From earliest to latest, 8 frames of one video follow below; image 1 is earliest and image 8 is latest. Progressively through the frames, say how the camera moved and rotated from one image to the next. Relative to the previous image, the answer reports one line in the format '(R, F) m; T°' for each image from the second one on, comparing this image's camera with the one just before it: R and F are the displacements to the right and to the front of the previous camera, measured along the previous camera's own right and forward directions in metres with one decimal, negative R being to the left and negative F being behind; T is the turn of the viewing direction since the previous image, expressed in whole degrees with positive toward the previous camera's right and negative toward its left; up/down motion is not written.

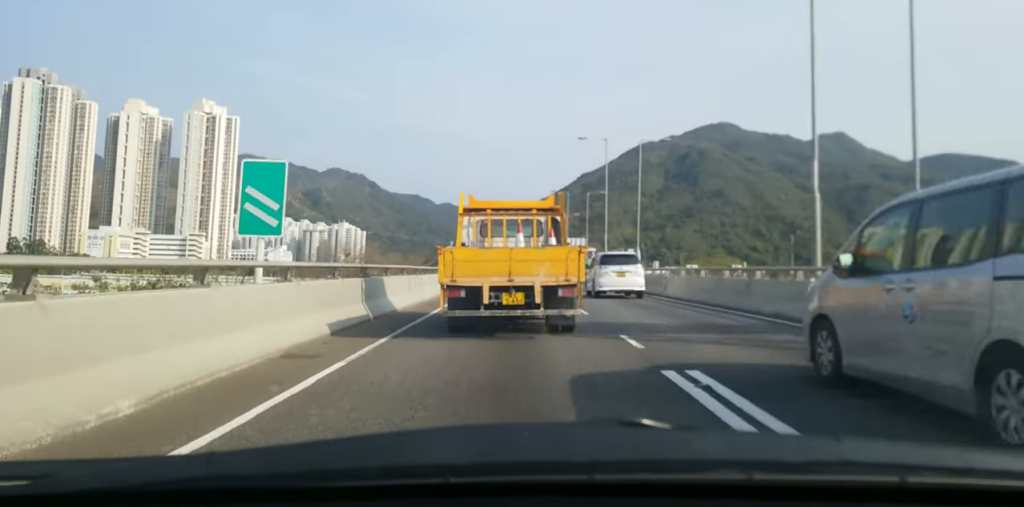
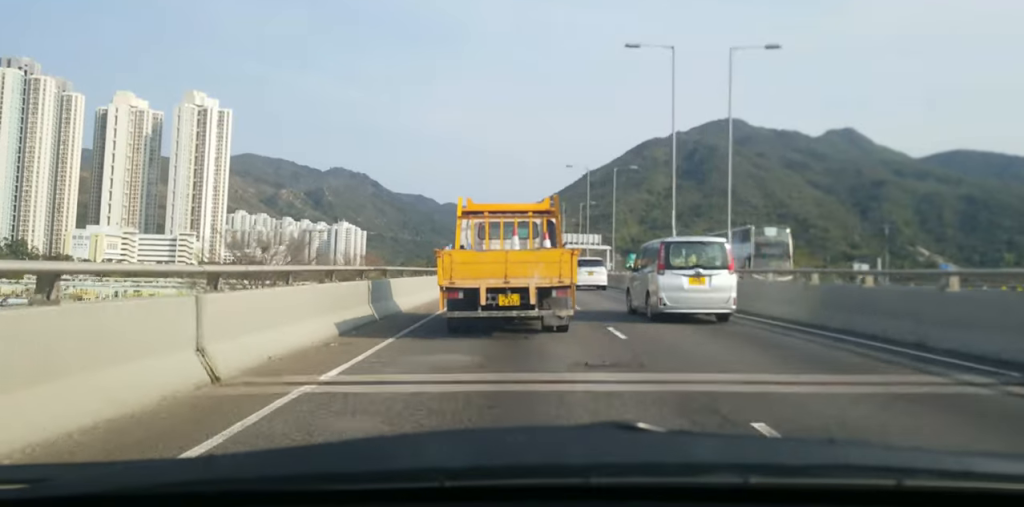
(-0.6, +23.7) m; -2°
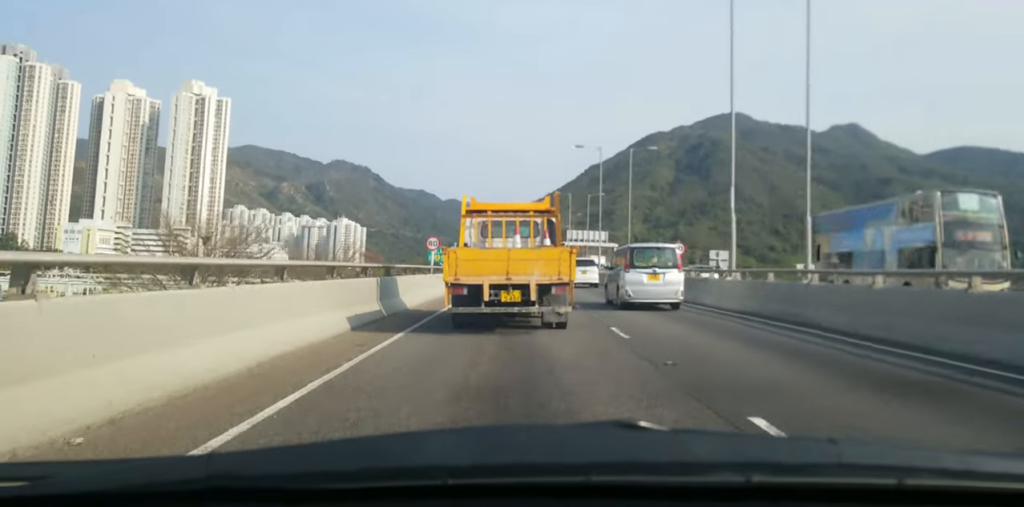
(+0.2, +9.0) m; +1°
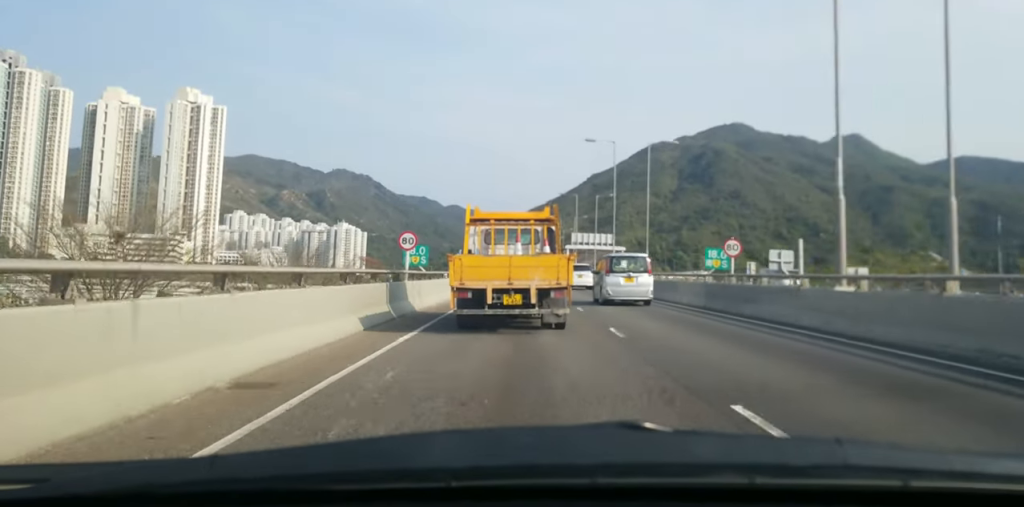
(+0.3, +8.4) m; +1°
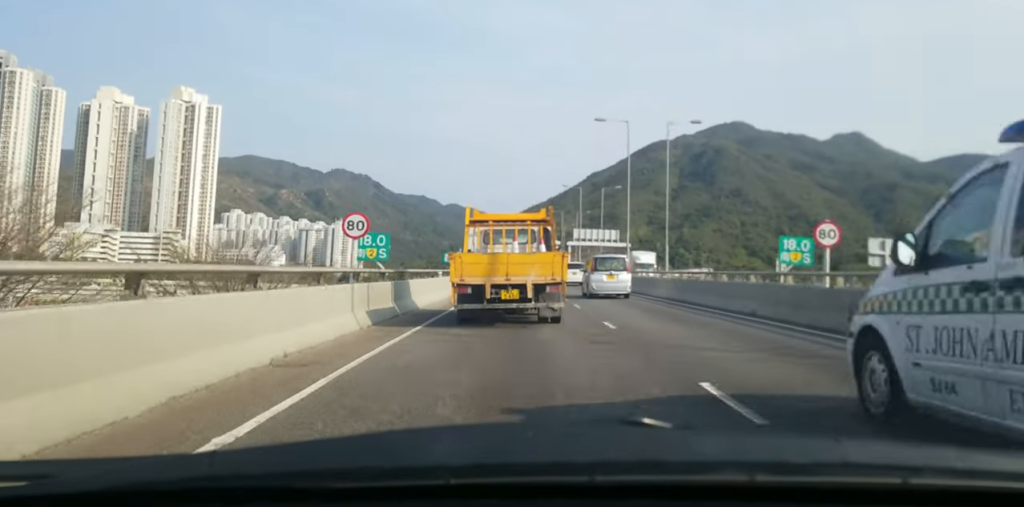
(-0.2, +8.0) m; 0°
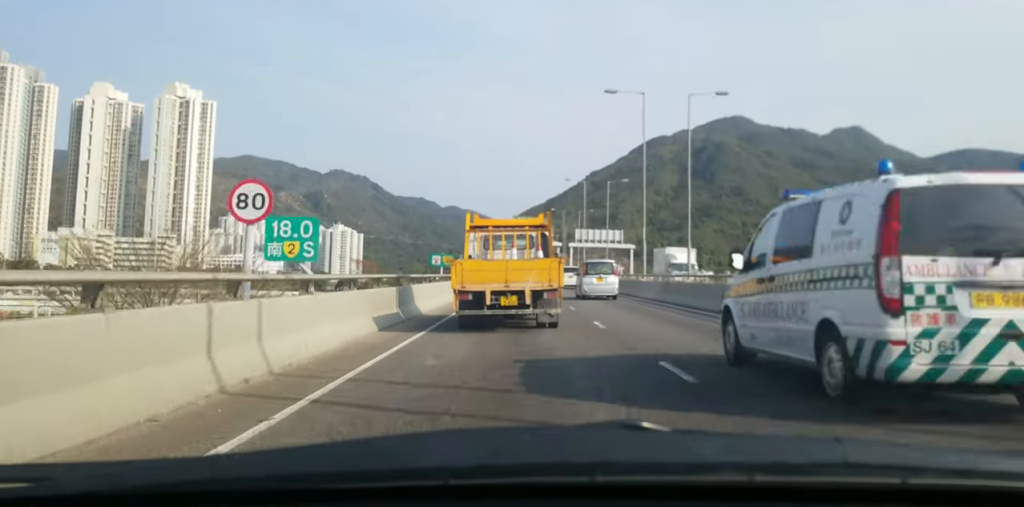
(0.0, +6.4) m; 0°
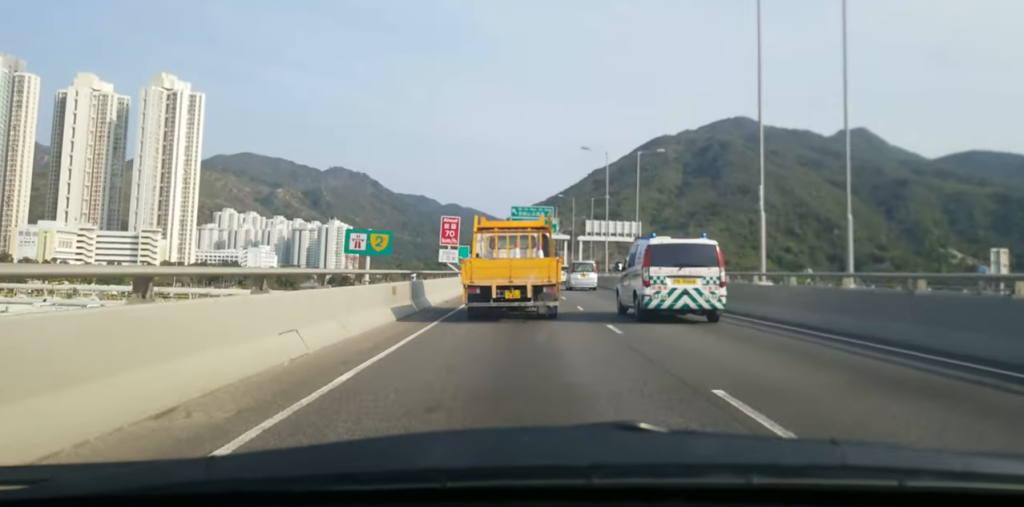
(+0.1, +20.5) m; -2°
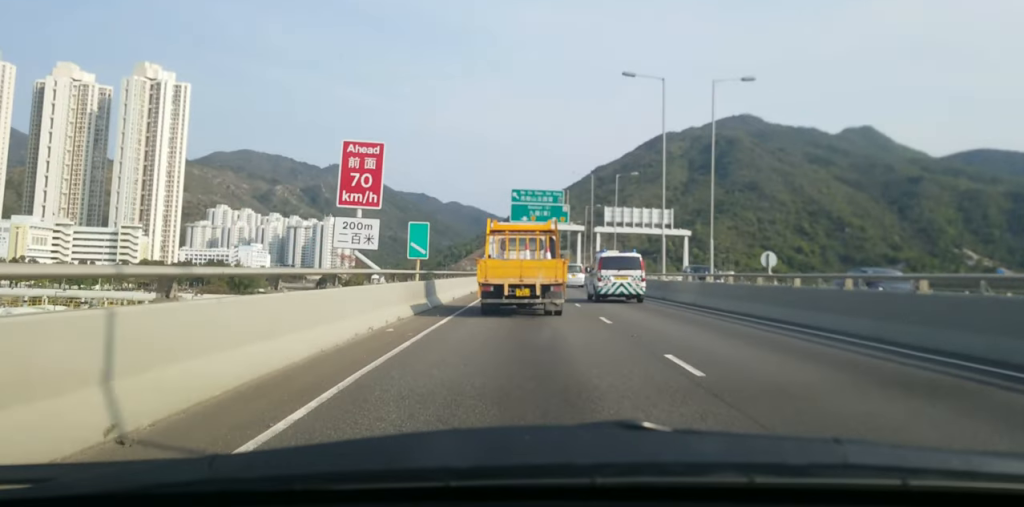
(-0.5, +24.1) m; 0°
